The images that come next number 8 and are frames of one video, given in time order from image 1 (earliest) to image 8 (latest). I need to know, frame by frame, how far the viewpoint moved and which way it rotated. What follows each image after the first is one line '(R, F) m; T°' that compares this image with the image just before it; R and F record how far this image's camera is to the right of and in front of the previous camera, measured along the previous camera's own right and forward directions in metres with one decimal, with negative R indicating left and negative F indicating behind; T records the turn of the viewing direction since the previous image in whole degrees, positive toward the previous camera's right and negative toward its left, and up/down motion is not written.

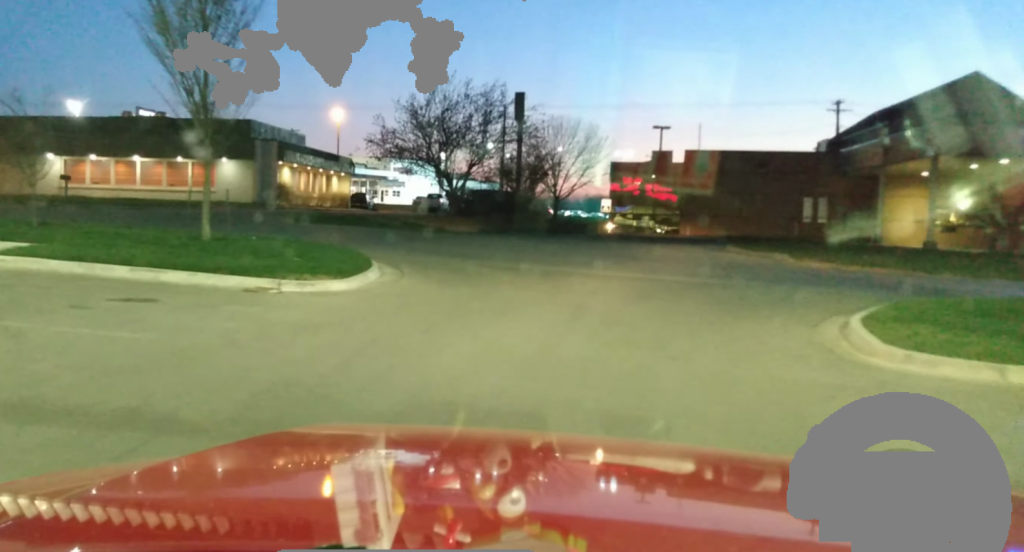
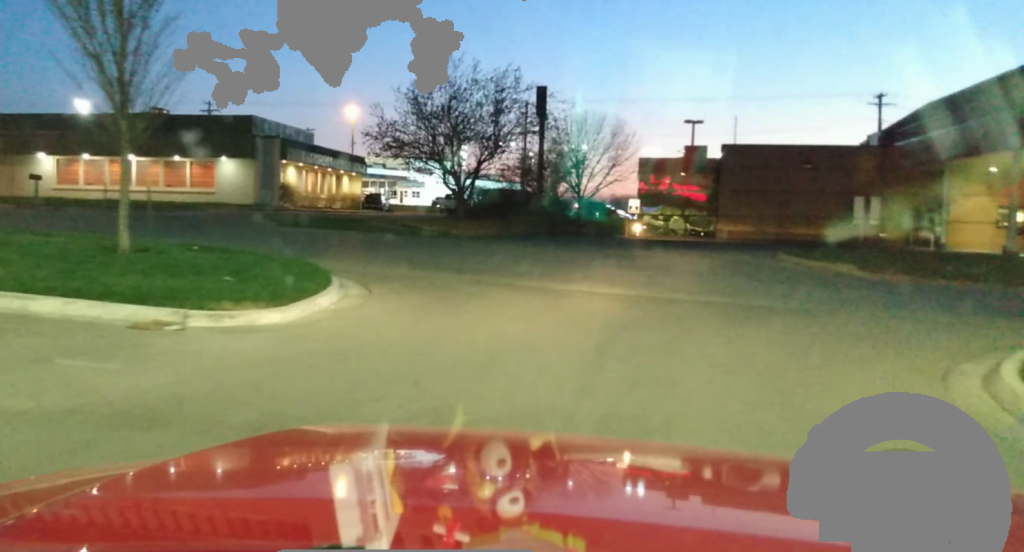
(-0.1, +4.5) m; +3°
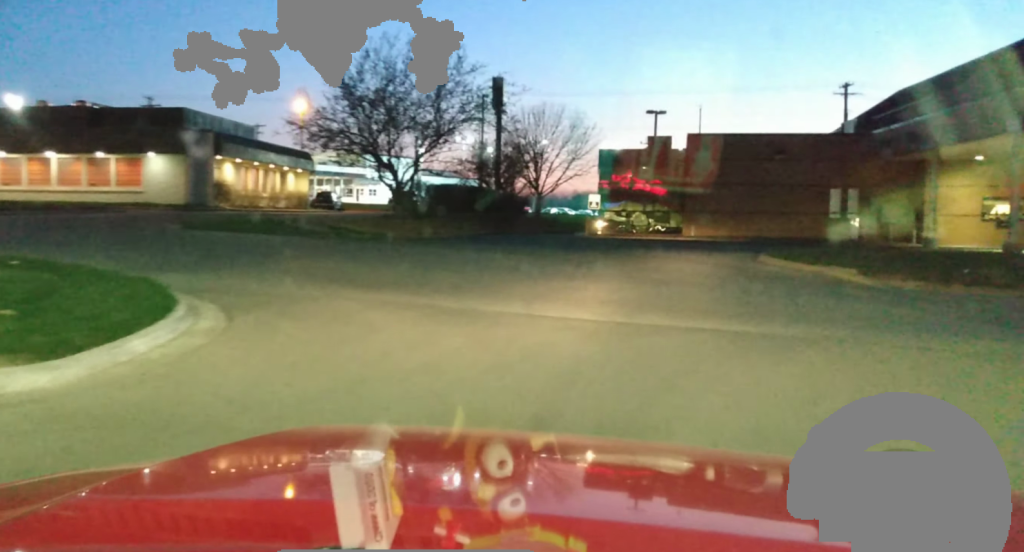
(+0.4, +3.7) m; +12°
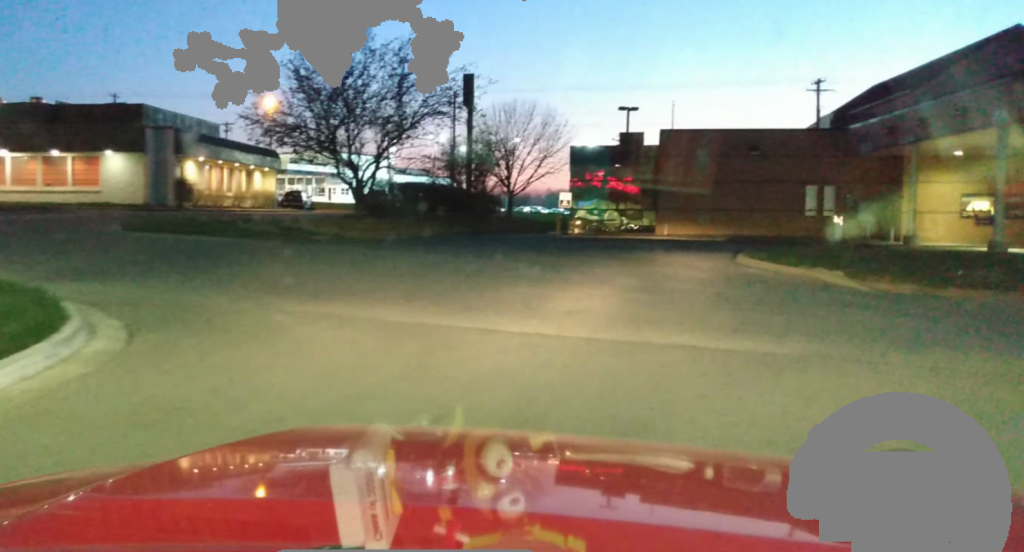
(+0.2, +1.5) m; +4°
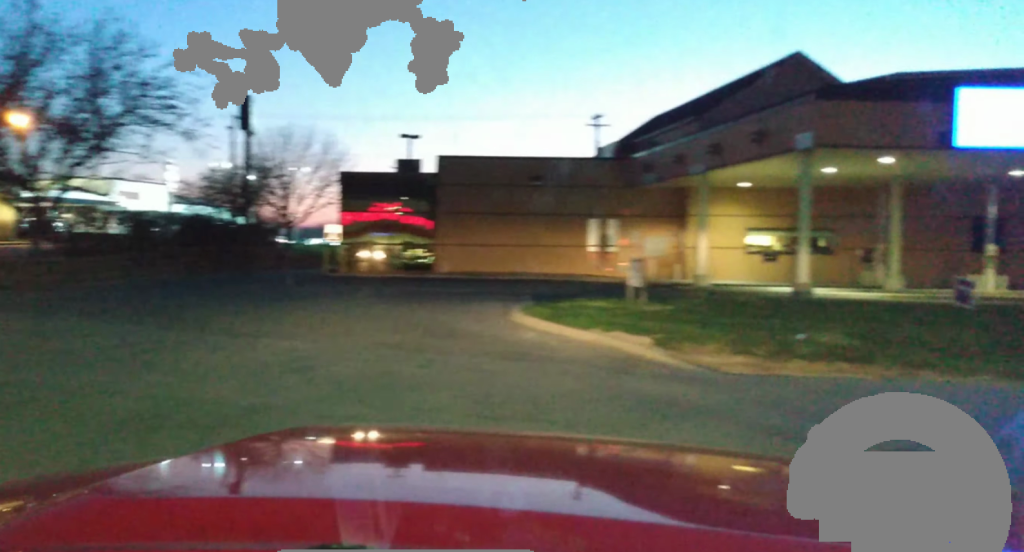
(+0.1, +6.3) m; +21°
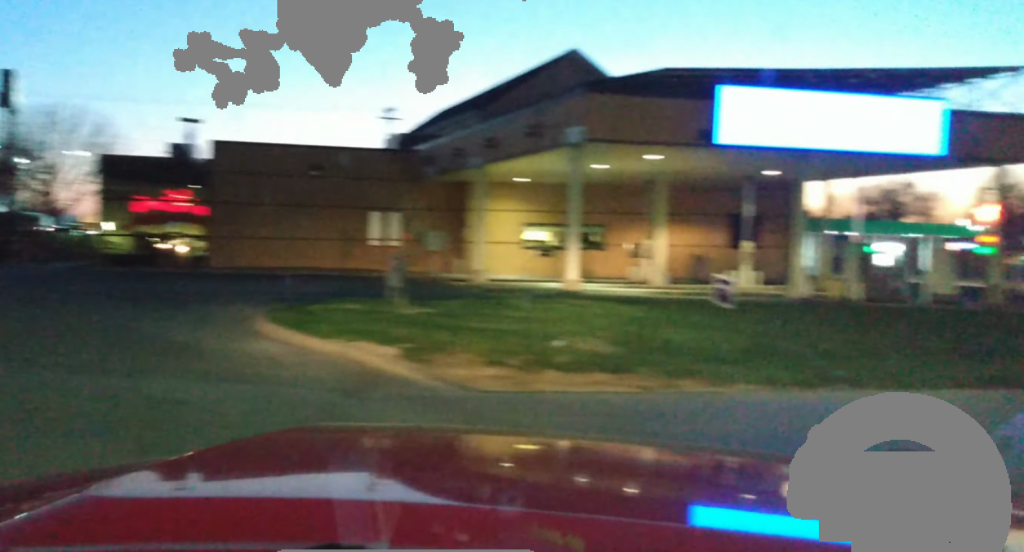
(+0.5, +1.8) m; +22°
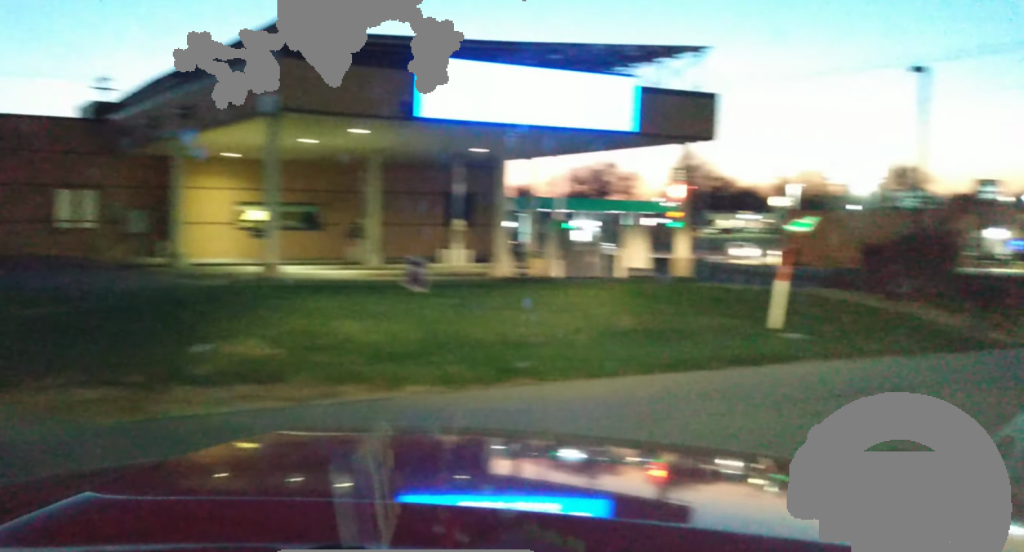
(+0.3, +2.2) m; +9°
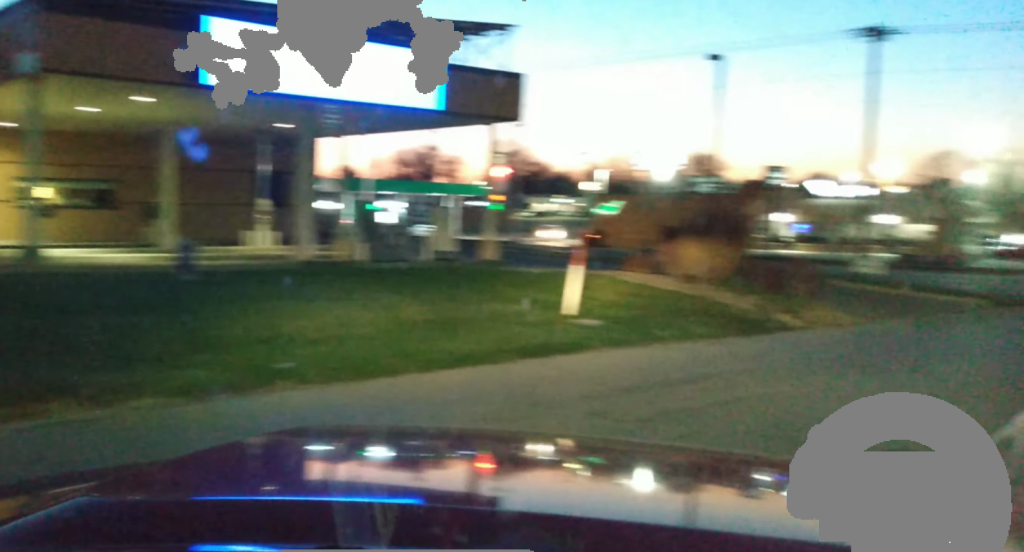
(0.0, +1.5) m; +5°
